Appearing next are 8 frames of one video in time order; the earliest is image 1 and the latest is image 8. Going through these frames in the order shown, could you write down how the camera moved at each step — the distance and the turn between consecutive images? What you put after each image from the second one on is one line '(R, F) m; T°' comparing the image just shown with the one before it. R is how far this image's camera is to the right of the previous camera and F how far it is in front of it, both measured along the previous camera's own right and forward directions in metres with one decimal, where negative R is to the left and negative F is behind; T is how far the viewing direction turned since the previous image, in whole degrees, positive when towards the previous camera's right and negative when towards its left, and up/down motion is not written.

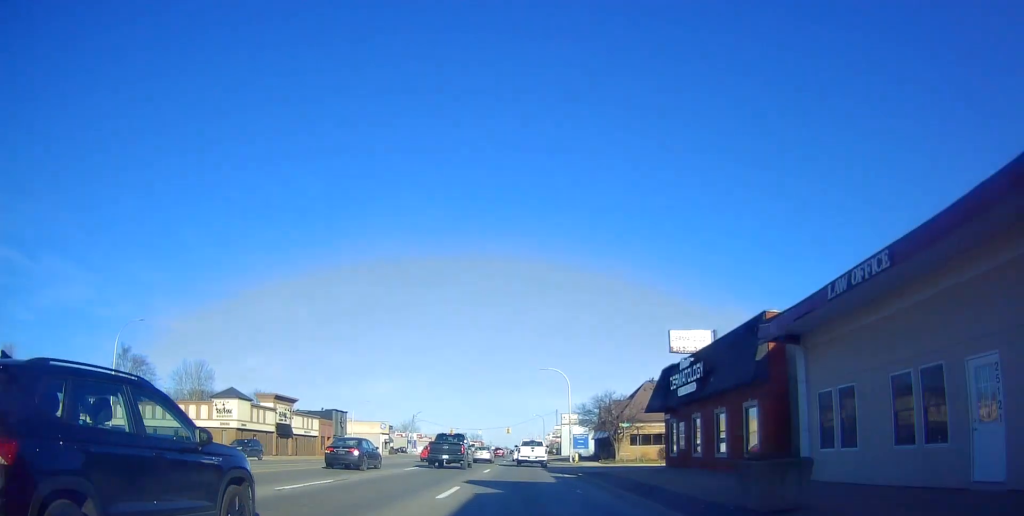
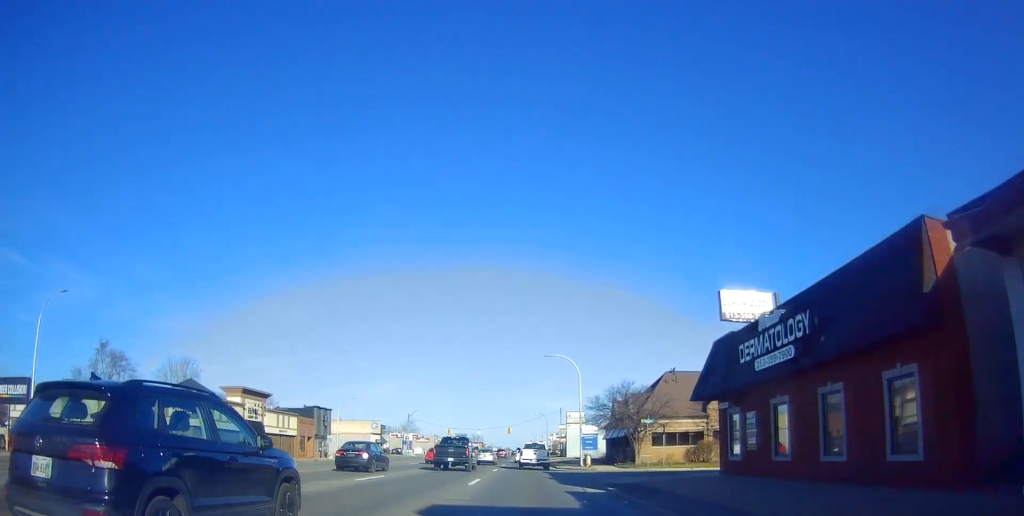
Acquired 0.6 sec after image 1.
(+0.1, +9.0) m; -1°
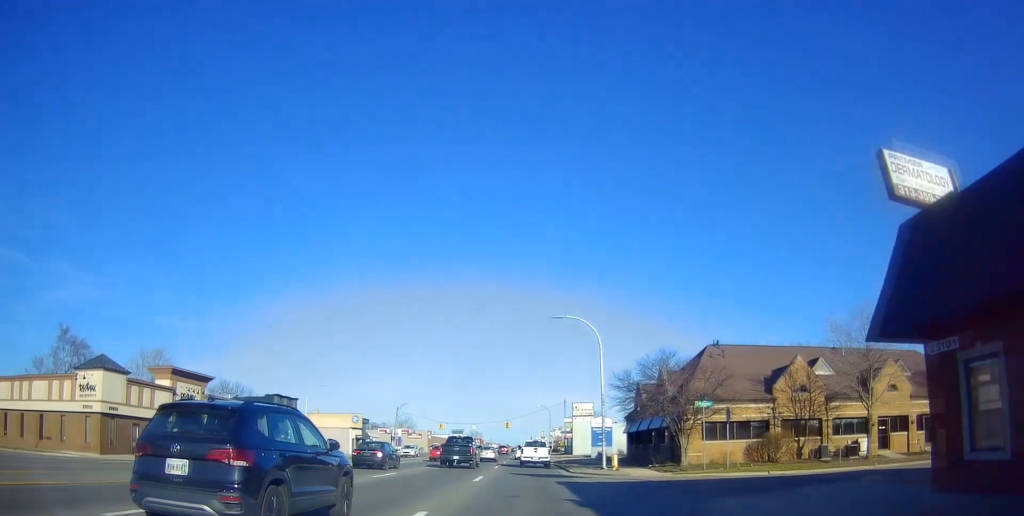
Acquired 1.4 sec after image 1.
(-0.5, +13.7) m; 0°
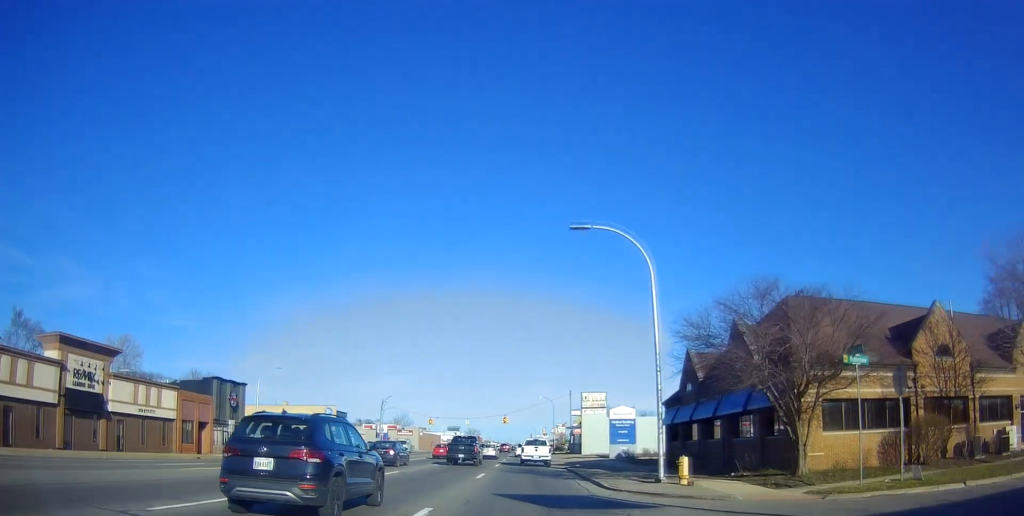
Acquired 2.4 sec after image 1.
(+0.5, +14.5) m; 0°
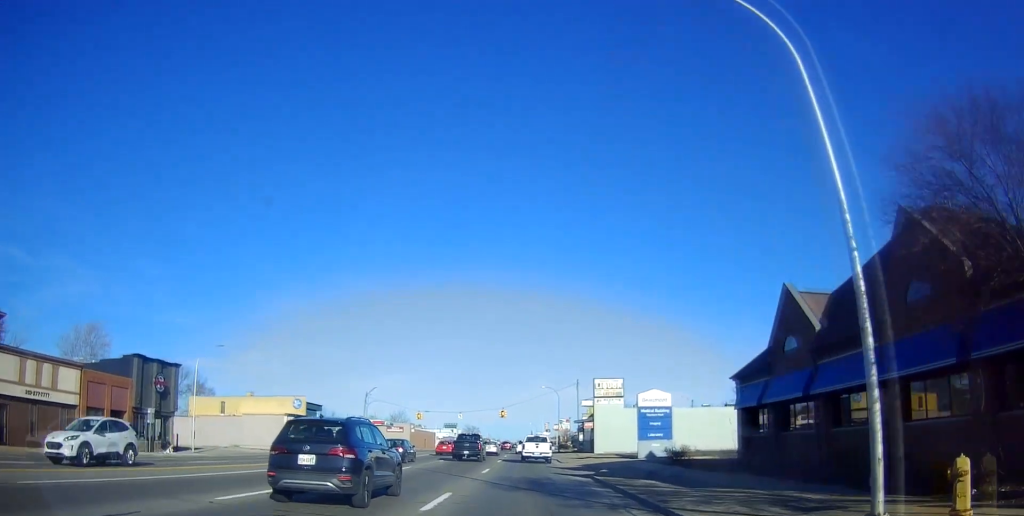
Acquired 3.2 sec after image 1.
(-0.4, +12.8) m; 0°
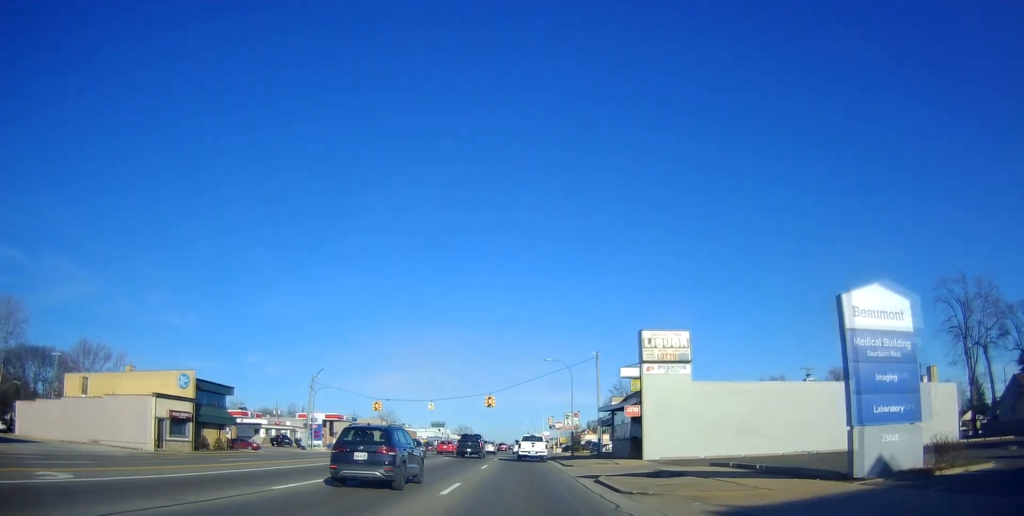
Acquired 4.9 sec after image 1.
(+0.1, +26.5) m; 0°
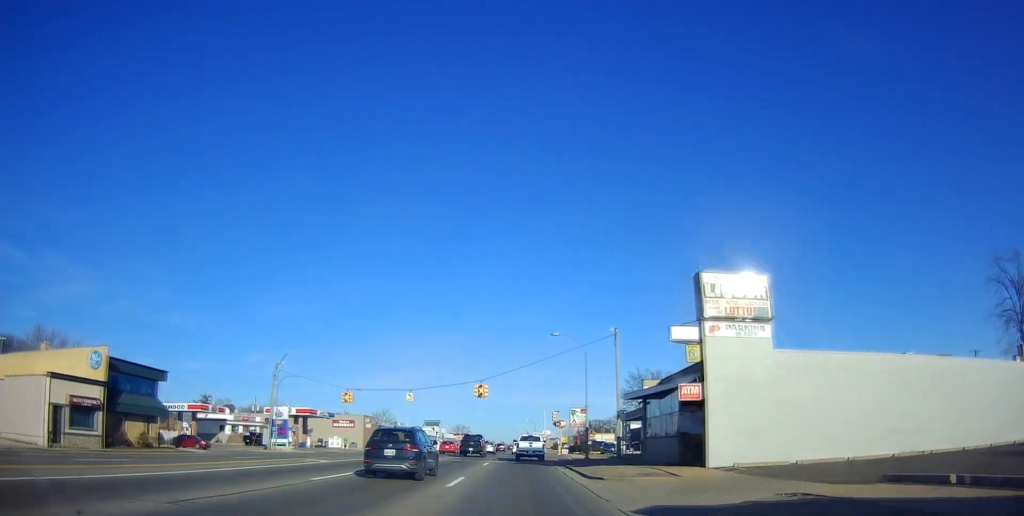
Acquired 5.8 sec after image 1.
(-0.1, +13.2) m; +1°
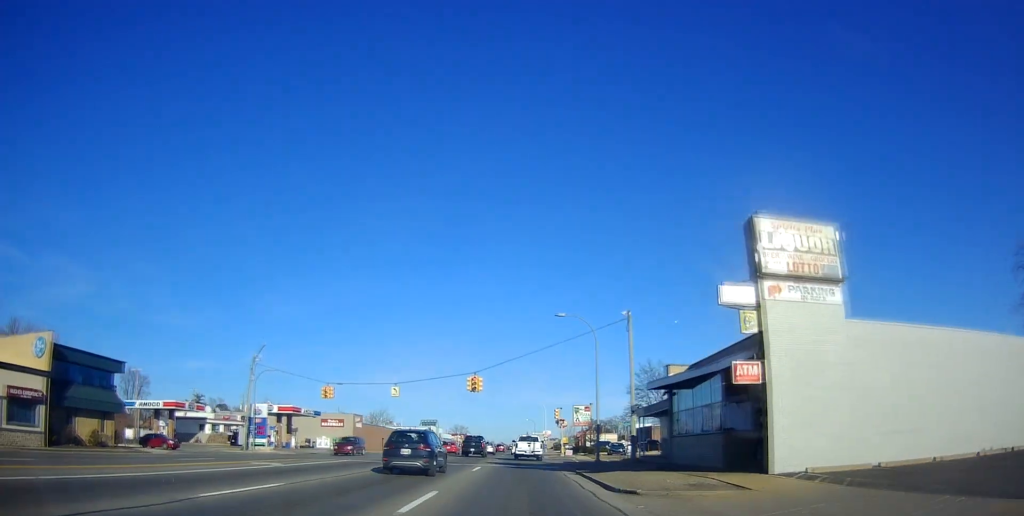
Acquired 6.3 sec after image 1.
(+0.2, +7.1) m; +1°
